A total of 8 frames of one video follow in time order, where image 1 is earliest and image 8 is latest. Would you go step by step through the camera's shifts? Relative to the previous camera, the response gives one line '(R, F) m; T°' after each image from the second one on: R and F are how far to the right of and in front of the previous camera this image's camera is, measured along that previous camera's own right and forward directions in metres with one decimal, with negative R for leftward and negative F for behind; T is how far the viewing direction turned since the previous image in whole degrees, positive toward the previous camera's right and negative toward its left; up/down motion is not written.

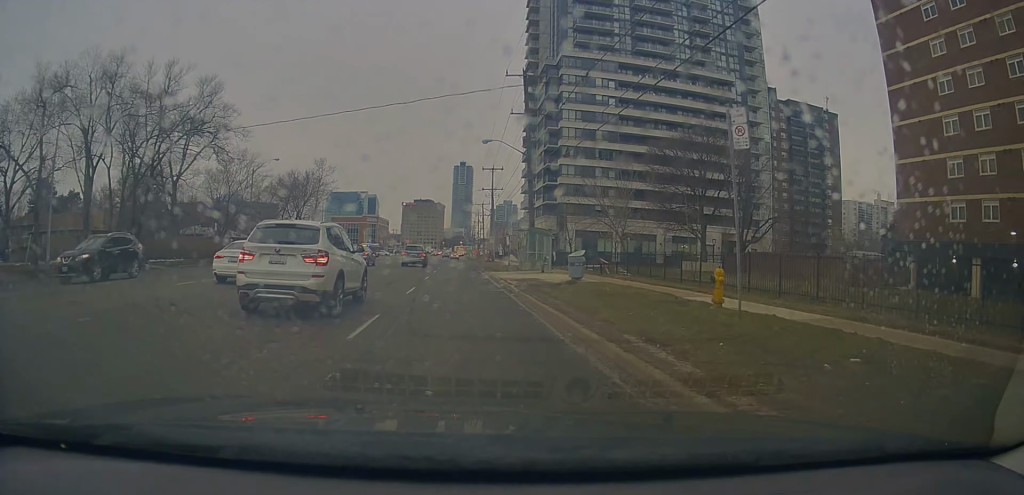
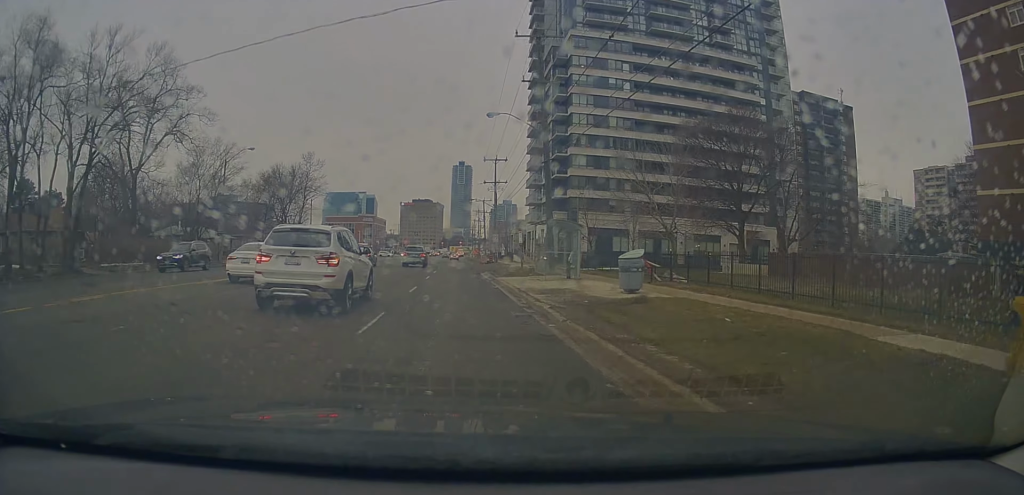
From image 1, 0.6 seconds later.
(-0.3, +7.9) m; +1°
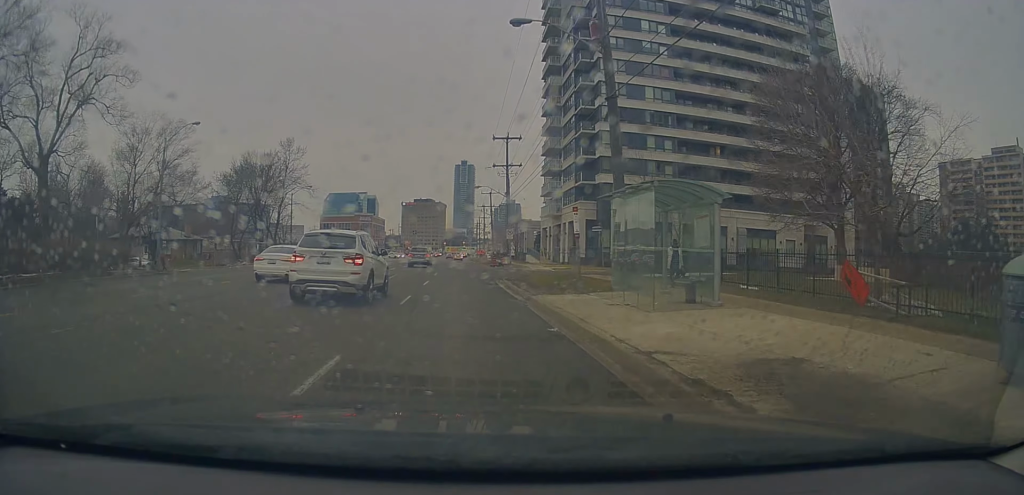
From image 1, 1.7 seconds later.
(+0.5, +14.2) m; +5°
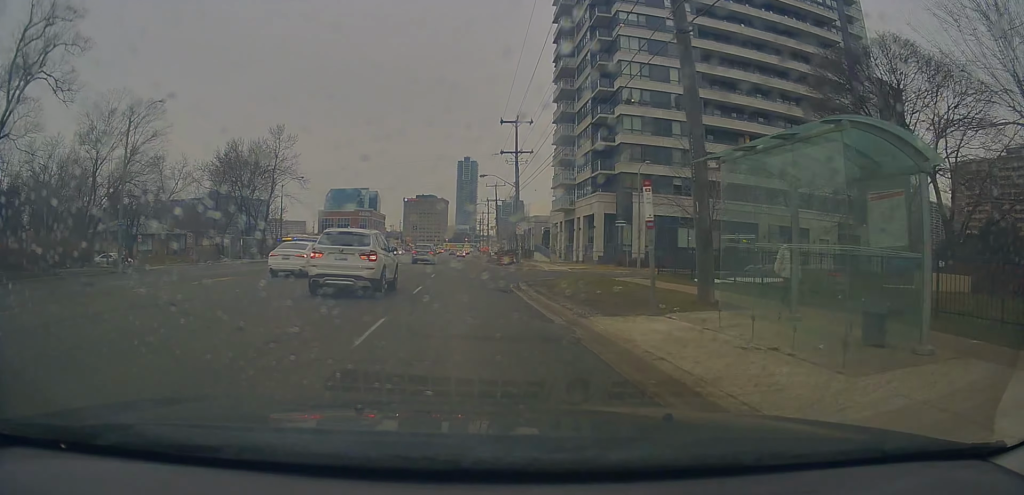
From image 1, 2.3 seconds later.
(+0.2, +6.9) m; +1°
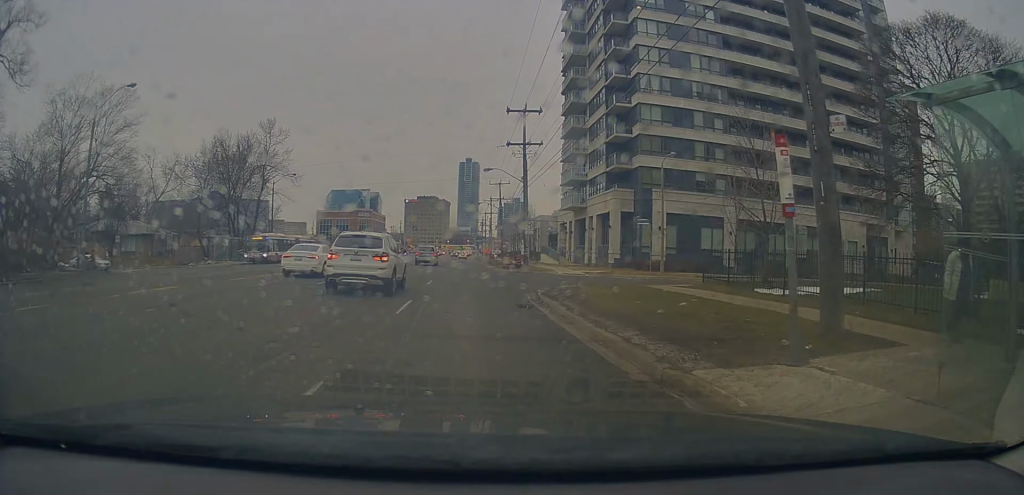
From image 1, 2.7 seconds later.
(+0.1, +5.3) m; 0°
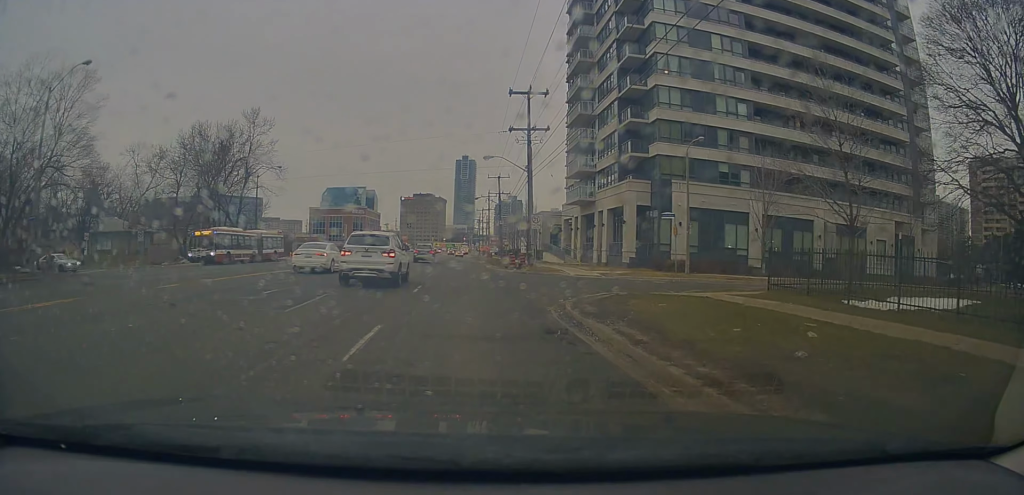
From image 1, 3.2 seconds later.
(0.0, +6.3) m; -1°
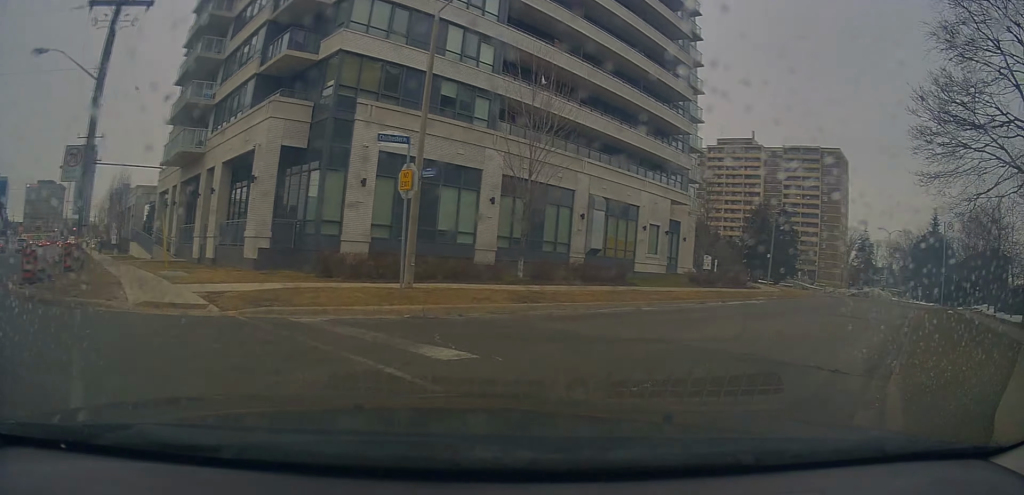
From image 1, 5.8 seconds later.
(+0.2, +25.5) m; +11°
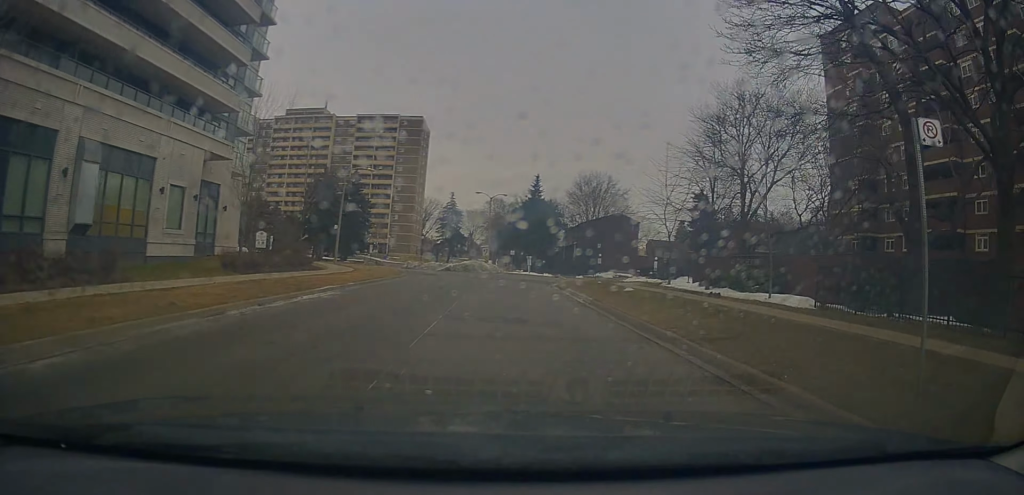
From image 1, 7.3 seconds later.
(+2.6, +9.6) m; +38°
